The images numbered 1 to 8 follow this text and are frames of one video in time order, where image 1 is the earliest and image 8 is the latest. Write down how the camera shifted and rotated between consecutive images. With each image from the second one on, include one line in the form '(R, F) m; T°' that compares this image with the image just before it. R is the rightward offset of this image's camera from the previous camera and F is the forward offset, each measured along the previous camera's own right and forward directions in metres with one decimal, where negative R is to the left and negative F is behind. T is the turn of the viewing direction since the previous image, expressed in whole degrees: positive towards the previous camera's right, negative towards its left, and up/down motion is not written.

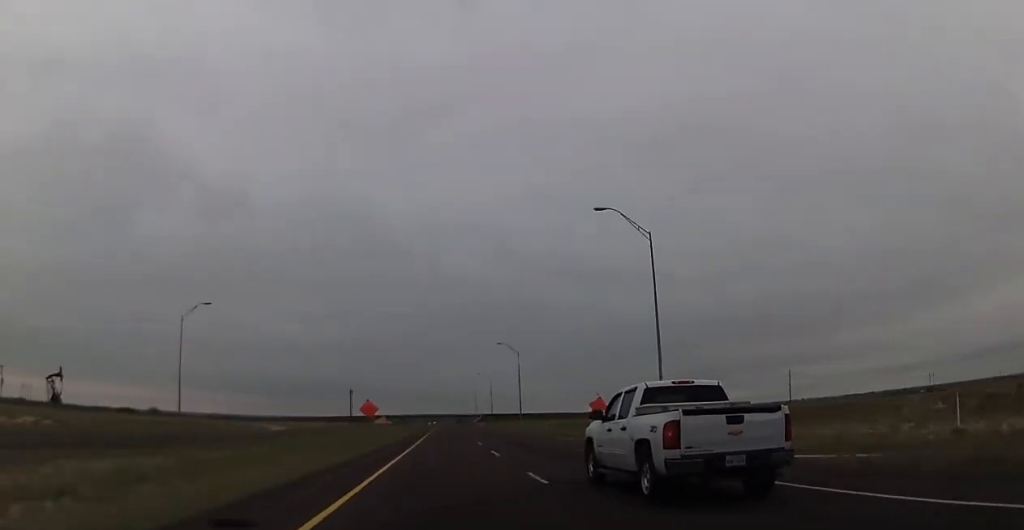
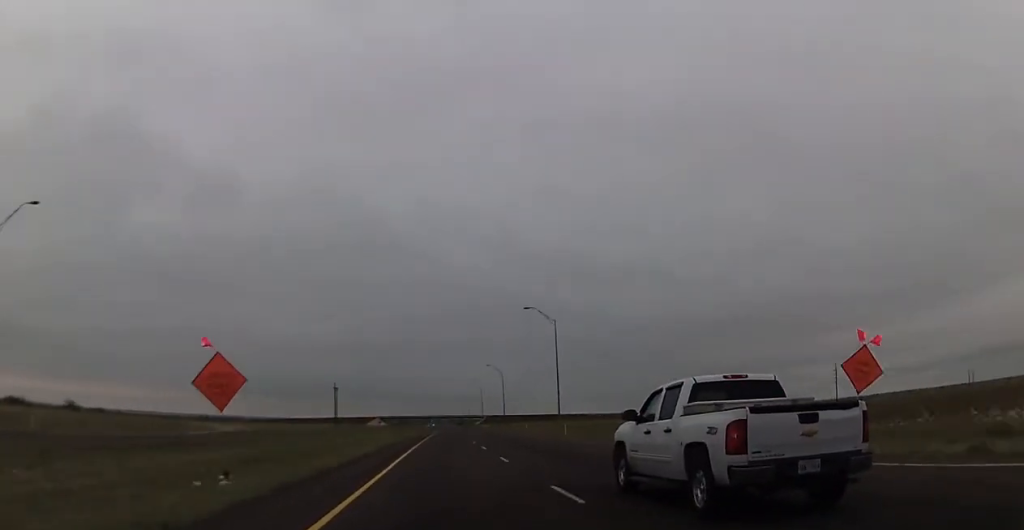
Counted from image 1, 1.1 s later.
(-0.1, +39.5) m; -1°
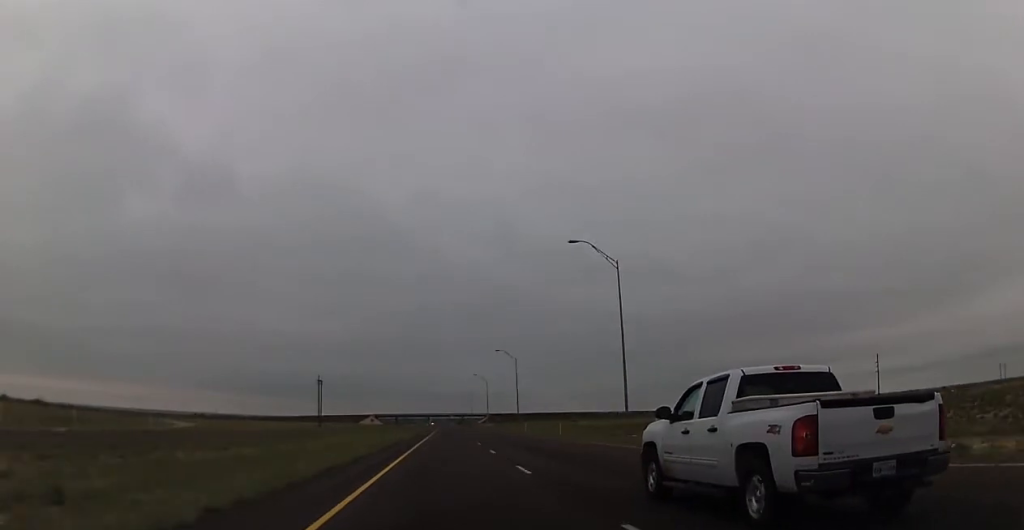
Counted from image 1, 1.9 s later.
(-0.1, +29.7) m; 0°
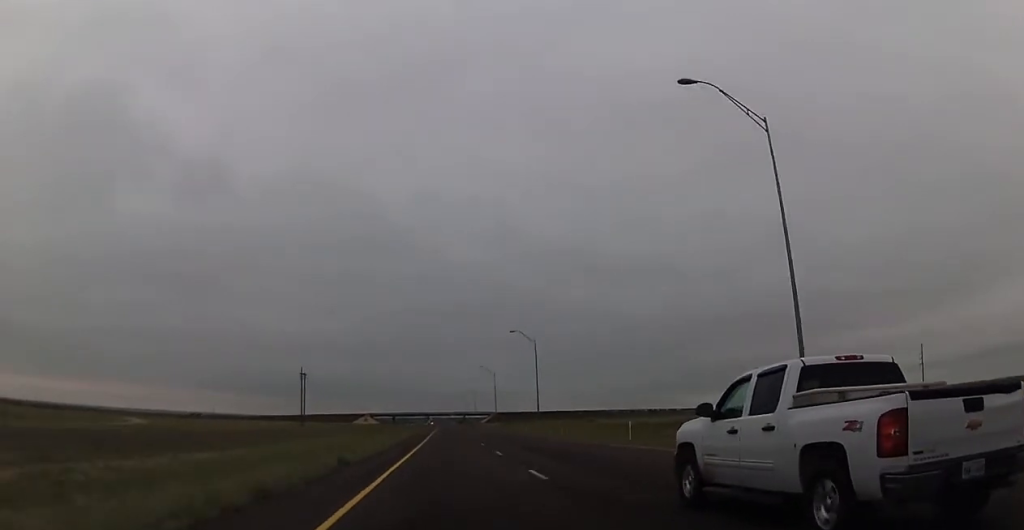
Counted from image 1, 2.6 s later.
(-0.3, +26.0) m; 0°
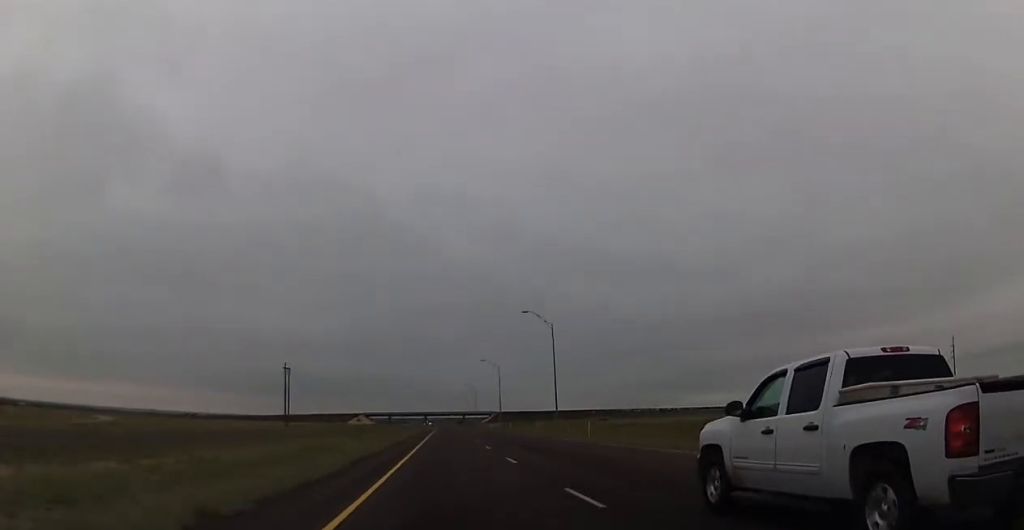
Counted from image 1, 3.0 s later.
(+0.2, +17.3) m; +1°
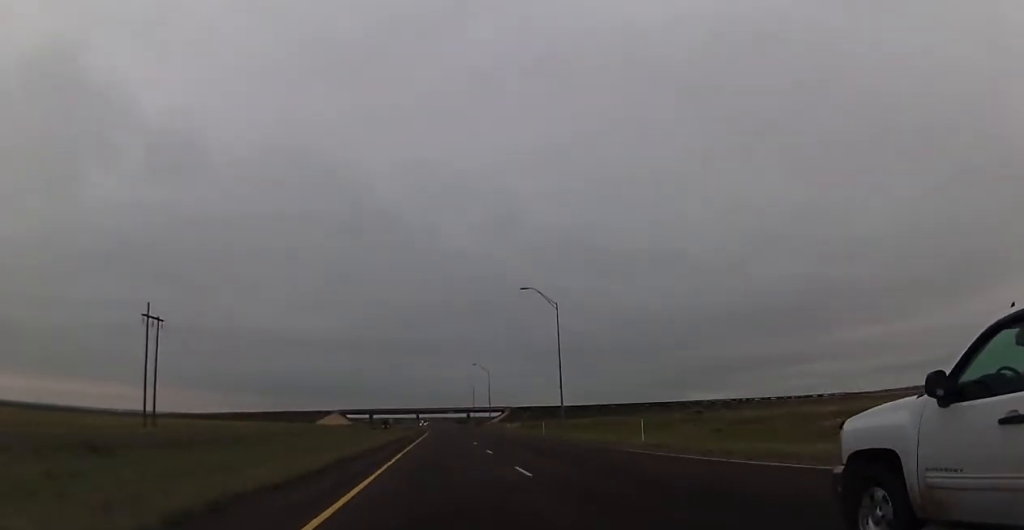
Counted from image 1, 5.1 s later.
(+0.6, +78.1) m; 0°
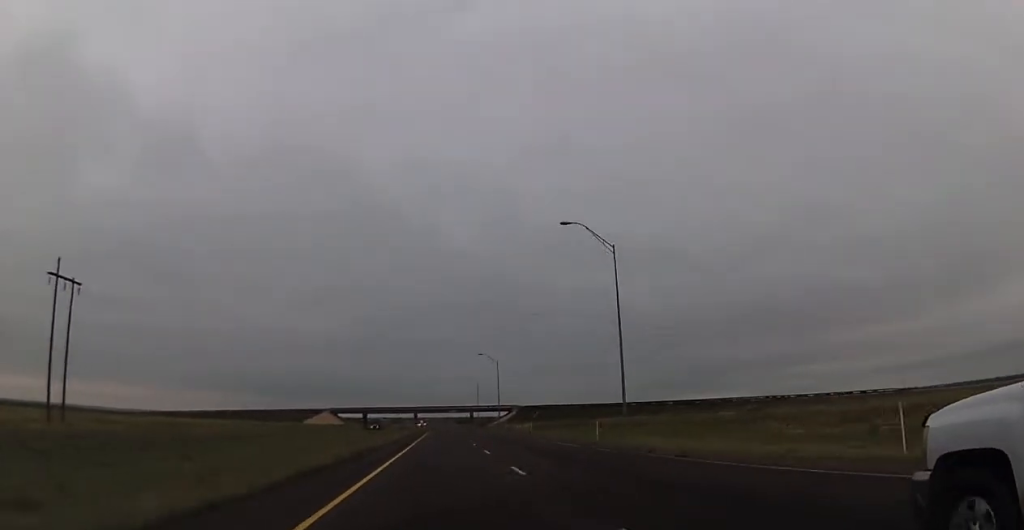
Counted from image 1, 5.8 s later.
(-0.1, +23.6) m; 0°
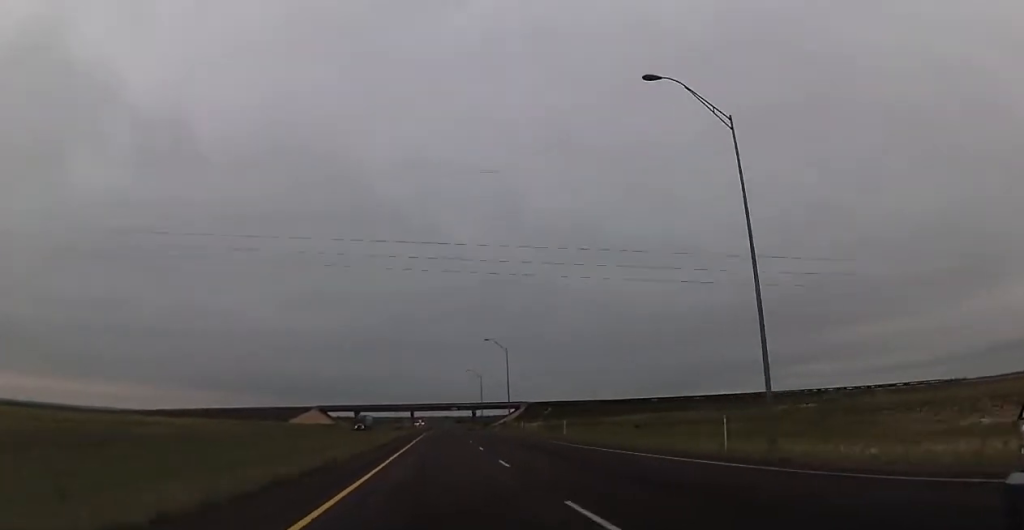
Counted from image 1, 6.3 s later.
(-0.2, +21.3) m; 0°
